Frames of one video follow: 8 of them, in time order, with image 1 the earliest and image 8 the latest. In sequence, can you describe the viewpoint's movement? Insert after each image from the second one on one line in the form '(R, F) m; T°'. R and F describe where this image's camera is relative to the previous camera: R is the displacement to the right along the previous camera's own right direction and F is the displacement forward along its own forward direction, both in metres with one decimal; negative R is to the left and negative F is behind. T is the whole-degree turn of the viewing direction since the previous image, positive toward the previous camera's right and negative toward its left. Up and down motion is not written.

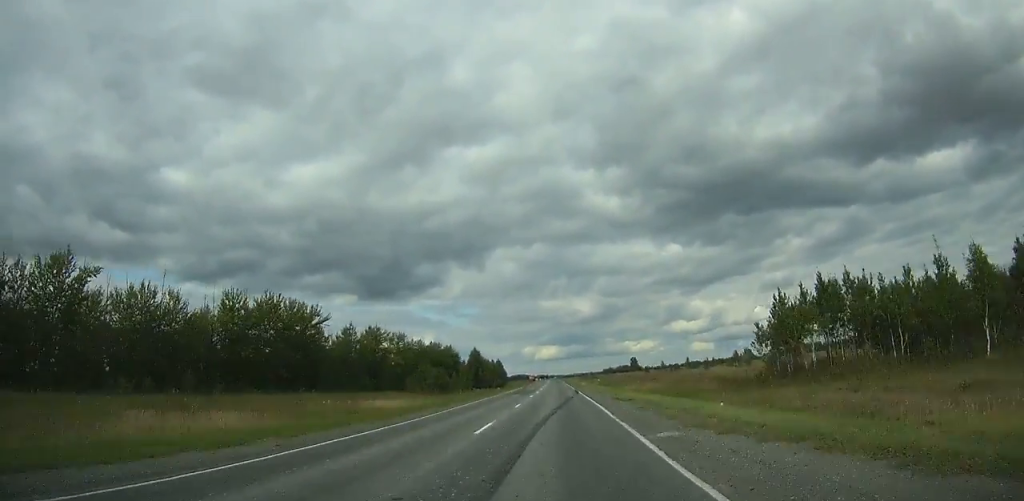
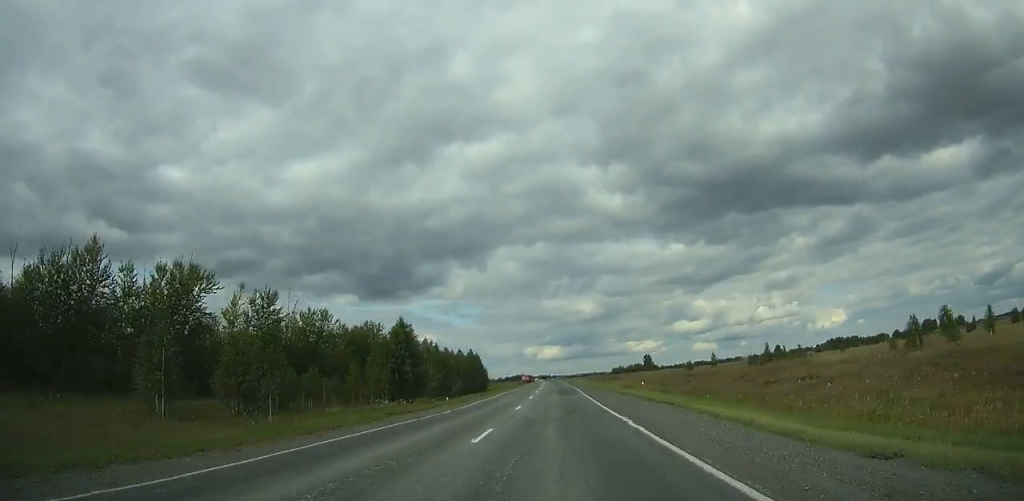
(-0.6, +75.4) m; -1°
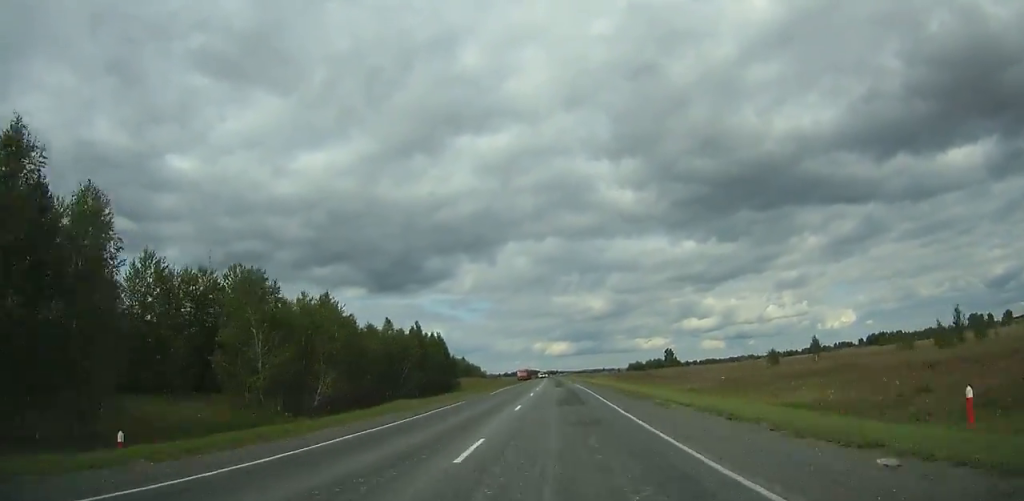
(-0.2, +64.1) m; 0°
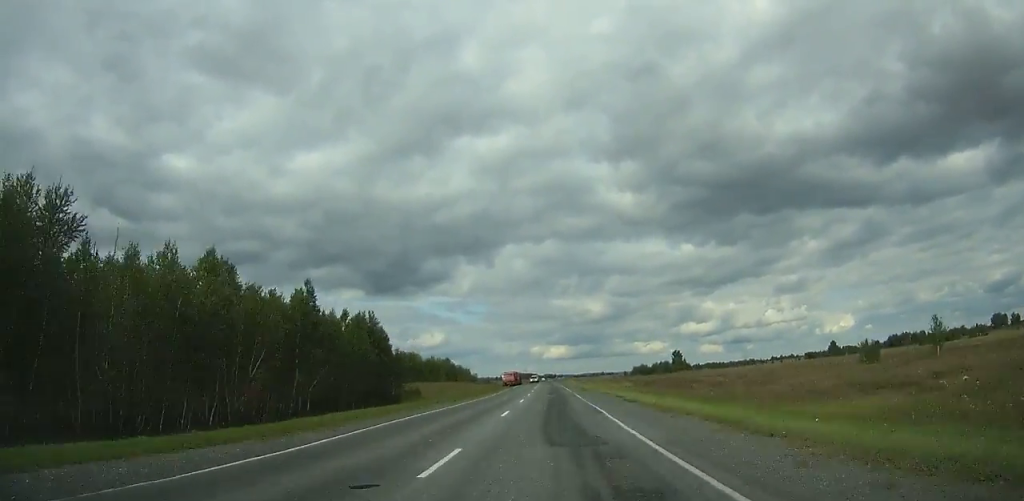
(0.0, +37.7) m; 0°
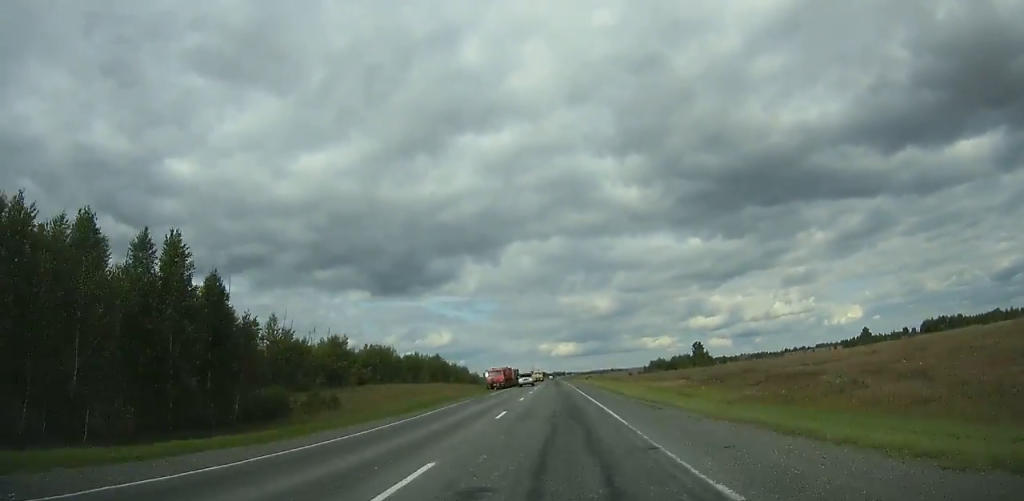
(-0.2, +38.0) m; 0°
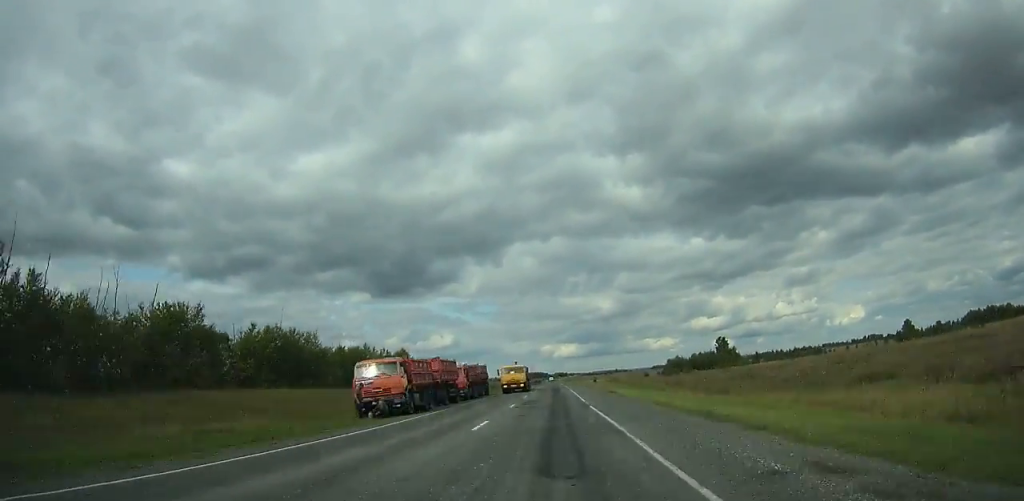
(-0.3, +52.0) m; 0°
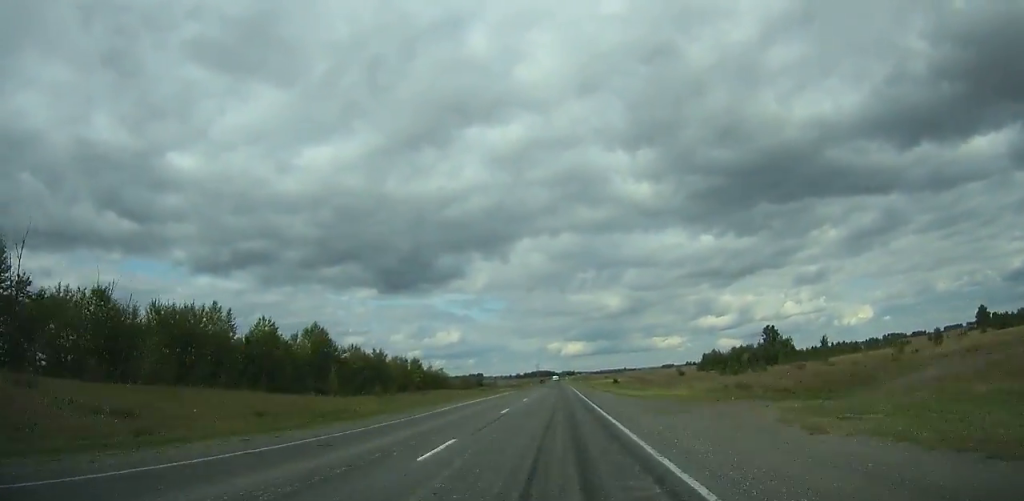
(-0.3, +64.0) m; 0°
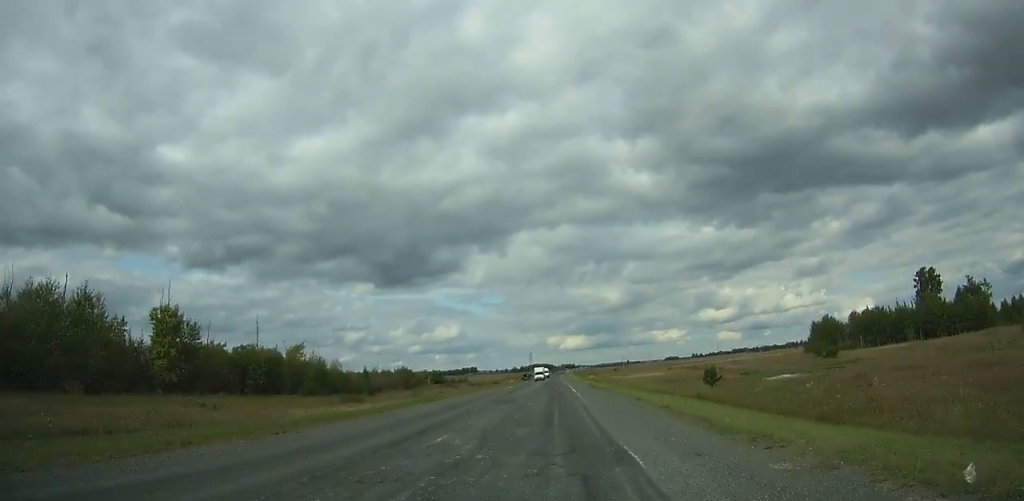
(-0.2, +116.9) m; 0°
